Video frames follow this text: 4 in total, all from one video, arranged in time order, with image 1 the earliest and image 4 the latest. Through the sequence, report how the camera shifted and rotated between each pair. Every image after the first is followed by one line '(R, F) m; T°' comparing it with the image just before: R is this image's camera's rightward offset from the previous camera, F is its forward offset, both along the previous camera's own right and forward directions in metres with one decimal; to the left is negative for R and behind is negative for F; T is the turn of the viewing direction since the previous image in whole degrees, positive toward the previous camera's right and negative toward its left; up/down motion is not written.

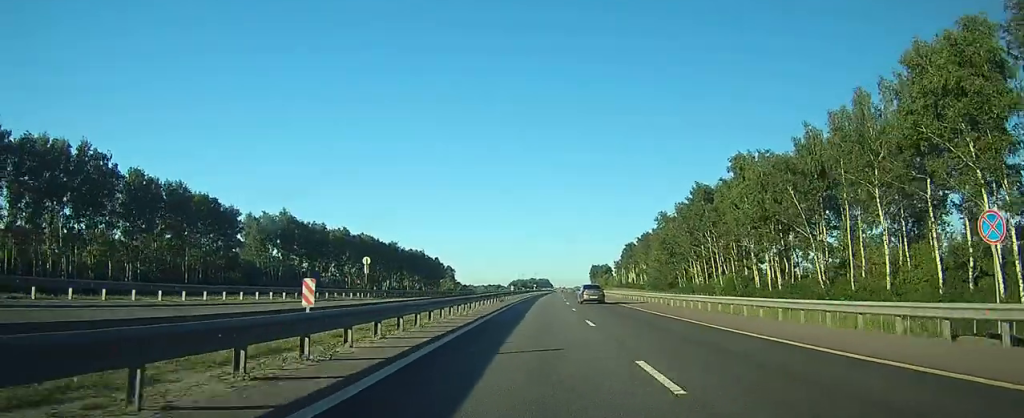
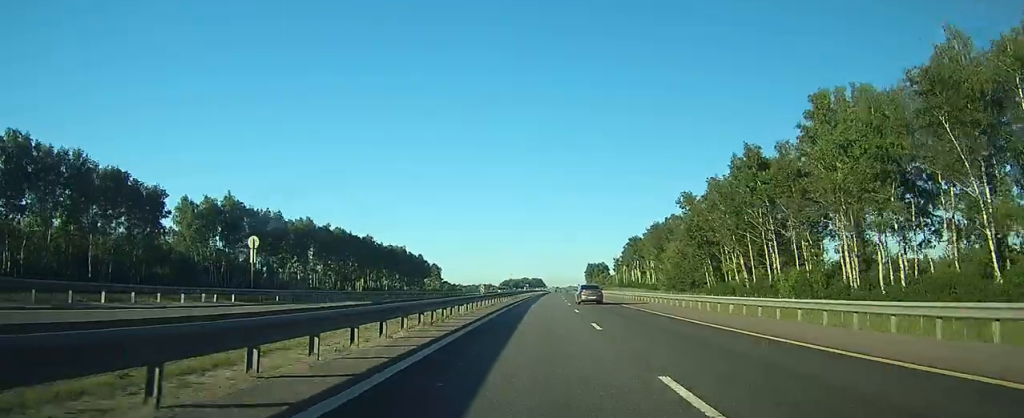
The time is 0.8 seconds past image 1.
(+0.1, +25.3) m; 0°
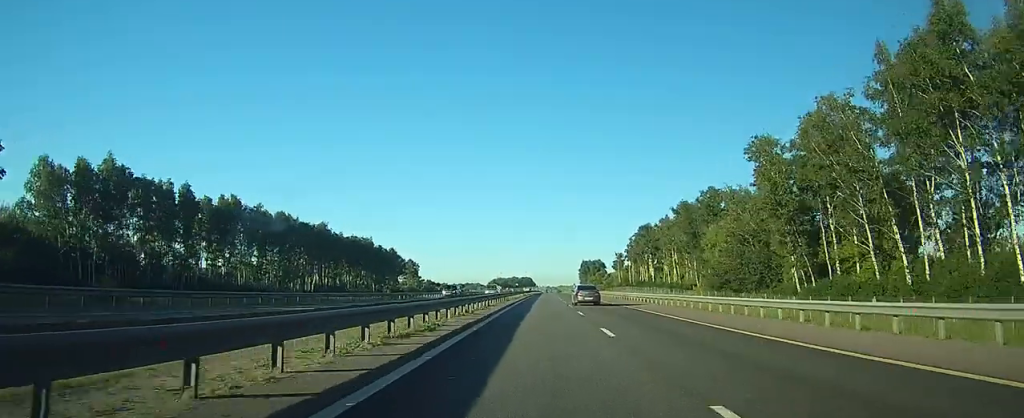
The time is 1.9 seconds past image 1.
(+0.3, +37.6) m; +1°
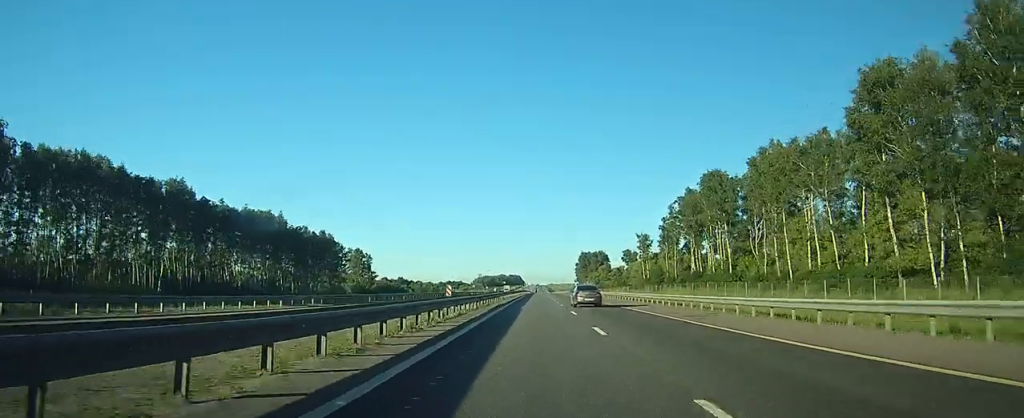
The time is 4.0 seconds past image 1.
(+1.1, +71.1) m; +2°
